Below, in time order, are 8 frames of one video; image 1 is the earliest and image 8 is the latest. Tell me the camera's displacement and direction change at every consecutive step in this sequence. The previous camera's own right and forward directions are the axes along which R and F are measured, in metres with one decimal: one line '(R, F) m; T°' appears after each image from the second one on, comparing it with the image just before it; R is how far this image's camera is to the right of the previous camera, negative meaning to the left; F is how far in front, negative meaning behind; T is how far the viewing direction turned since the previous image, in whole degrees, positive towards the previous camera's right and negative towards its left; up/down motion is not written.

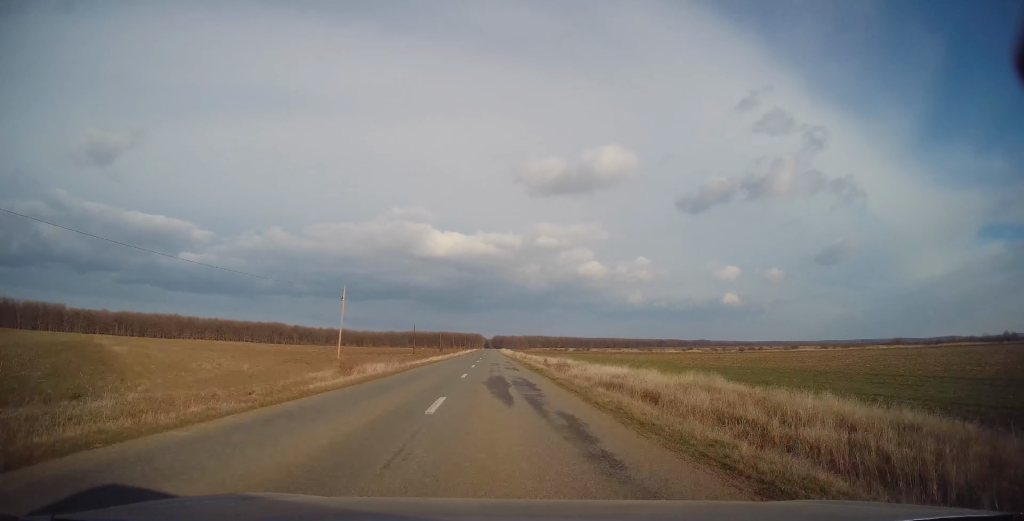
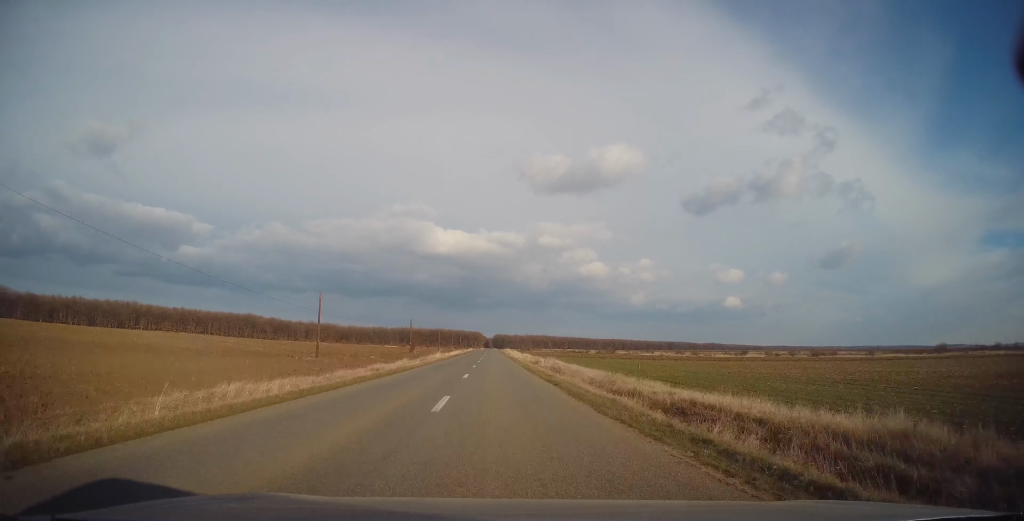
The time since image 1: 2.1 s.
(+0.1, +56.9) m; 0°
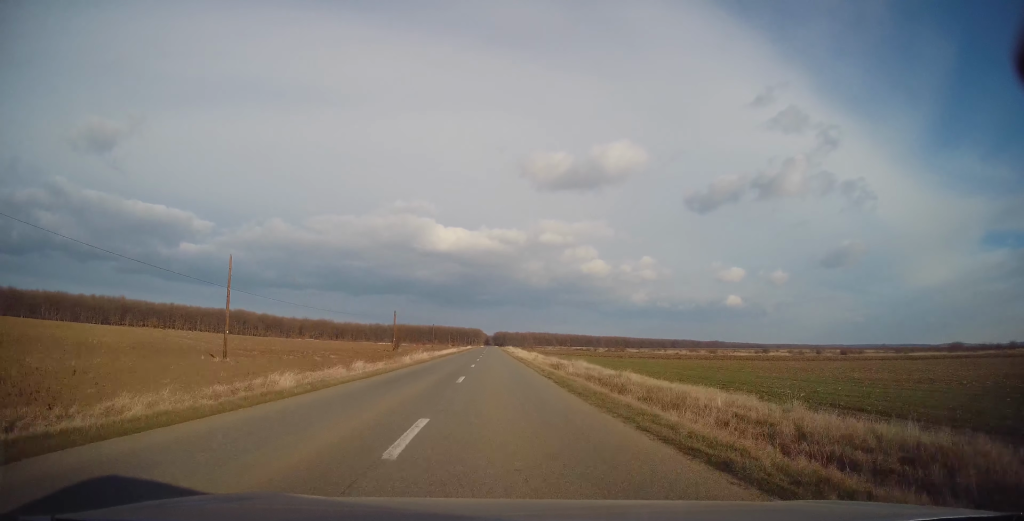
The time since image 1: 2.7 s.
(0.0, +15.9) m; +1°
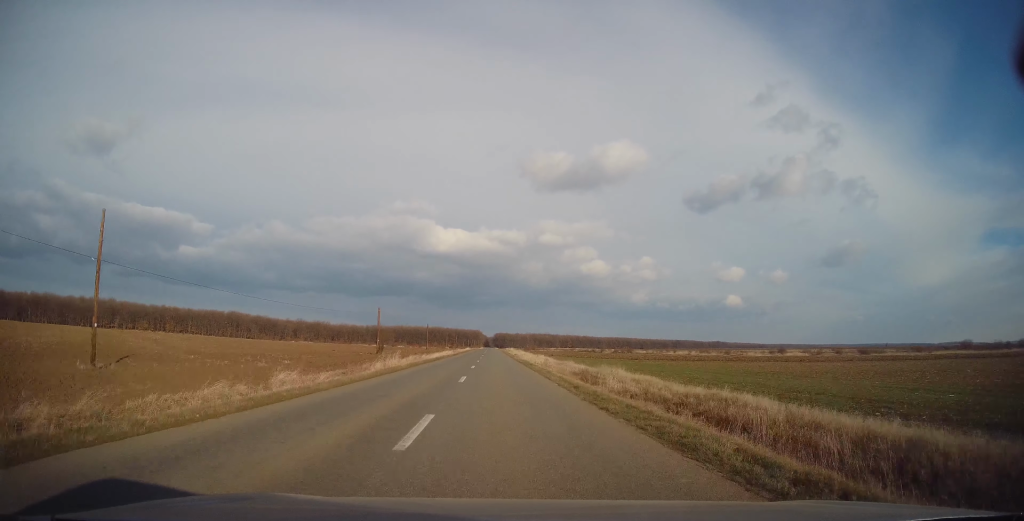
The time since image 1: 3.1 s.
(-0.1, +11.3) m; +1°
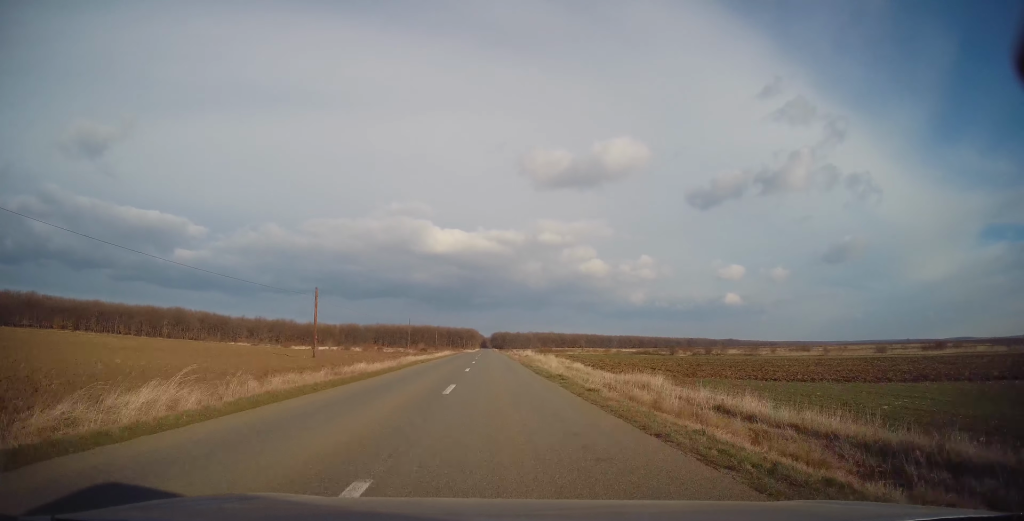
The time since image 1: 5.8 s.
(+0.3, +73.8) m; -1°
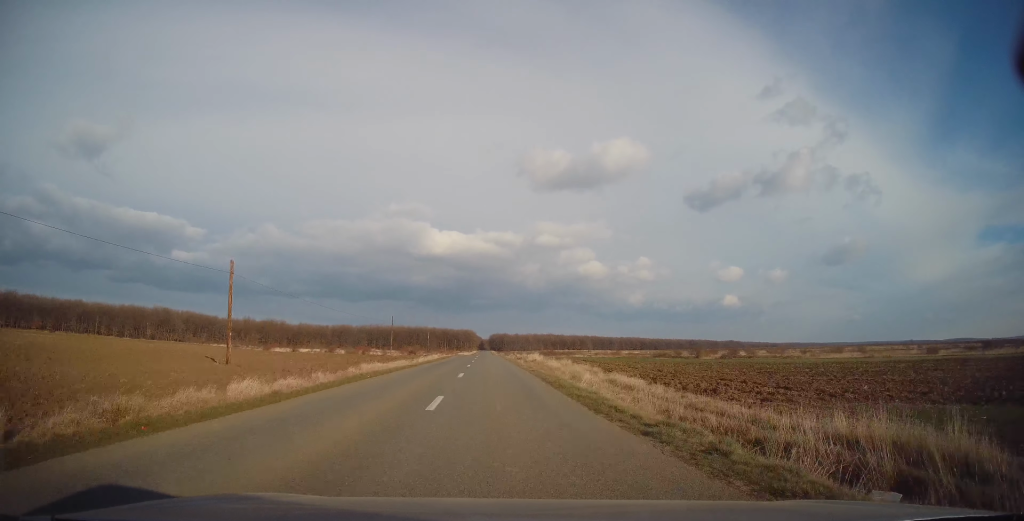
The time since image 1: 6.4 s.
(0.0, +15.3) m; 0°
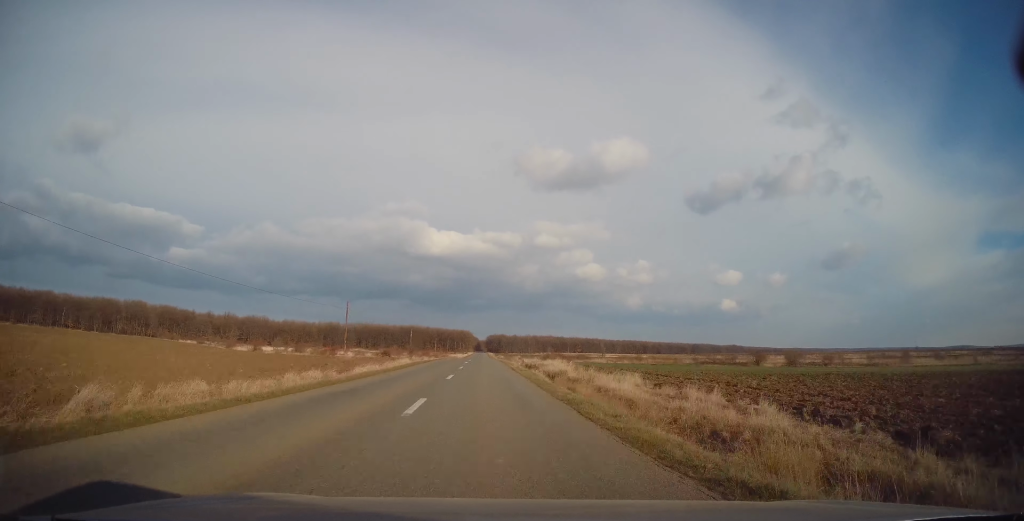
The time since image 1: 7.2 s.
(-0.1, +22.8) m; 0°
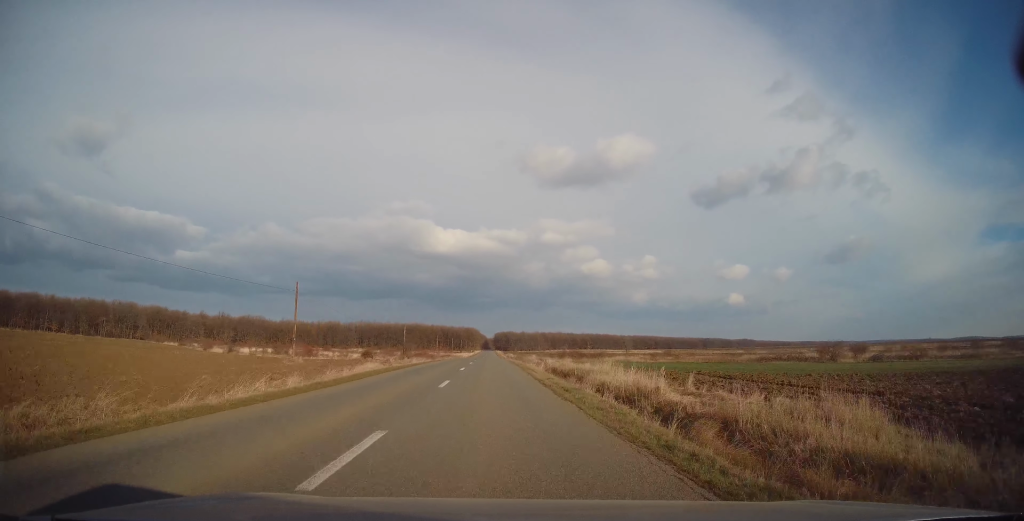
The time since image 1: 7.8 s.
(0.0, +16.2) m; 0°
